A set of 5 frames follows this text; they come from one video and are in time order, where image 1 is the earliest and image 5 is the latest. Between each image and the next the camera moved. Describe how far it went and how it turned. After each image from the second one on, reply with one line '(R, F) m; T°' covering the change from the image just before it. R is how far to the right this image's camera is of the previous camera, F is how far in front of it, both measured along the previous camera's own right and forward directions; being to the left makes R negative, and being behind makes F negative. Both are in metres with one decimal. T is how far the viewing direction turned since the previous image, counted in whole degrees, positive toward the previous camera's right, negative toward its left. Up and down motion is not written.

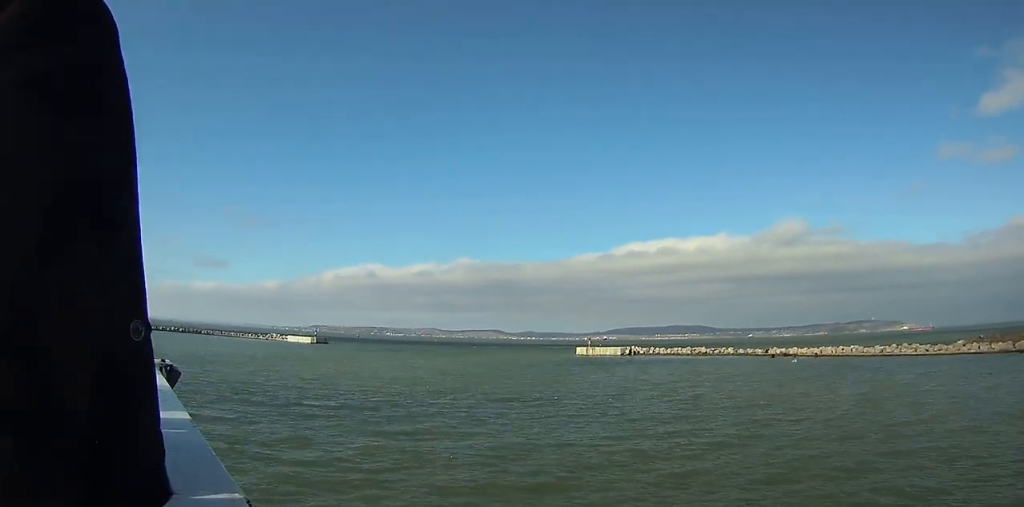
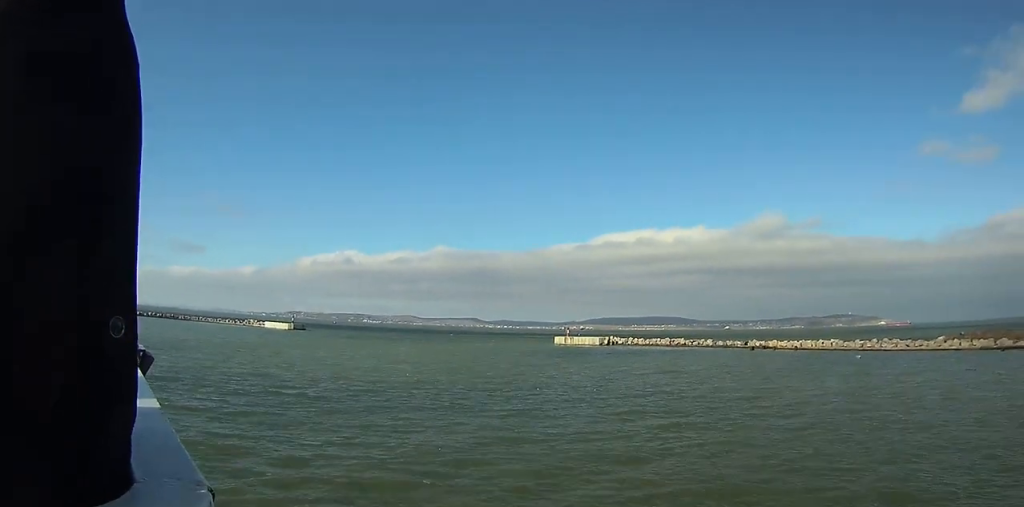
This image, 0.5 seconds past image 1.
(0.0, +1.6) m; 0°
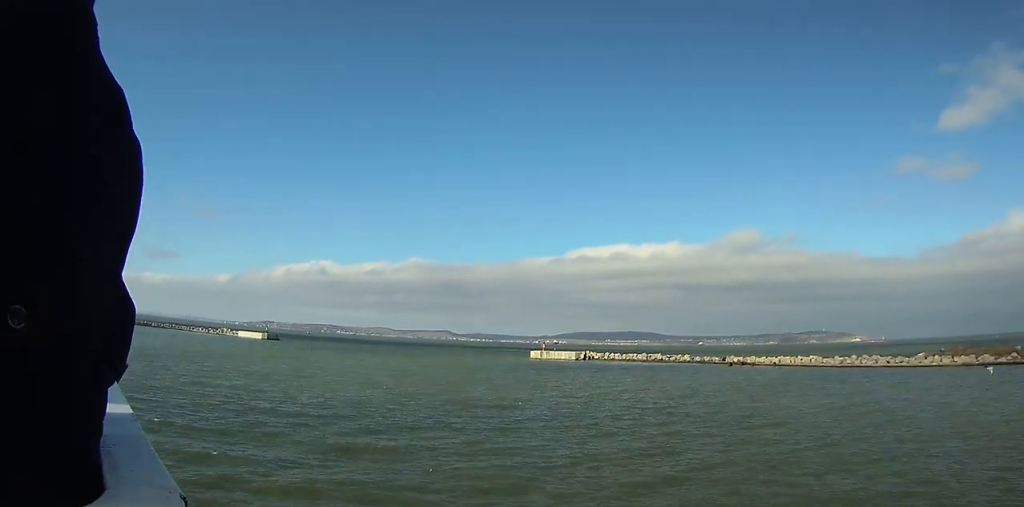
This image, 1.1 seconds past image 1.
(0.0, +2.2) m; 0°
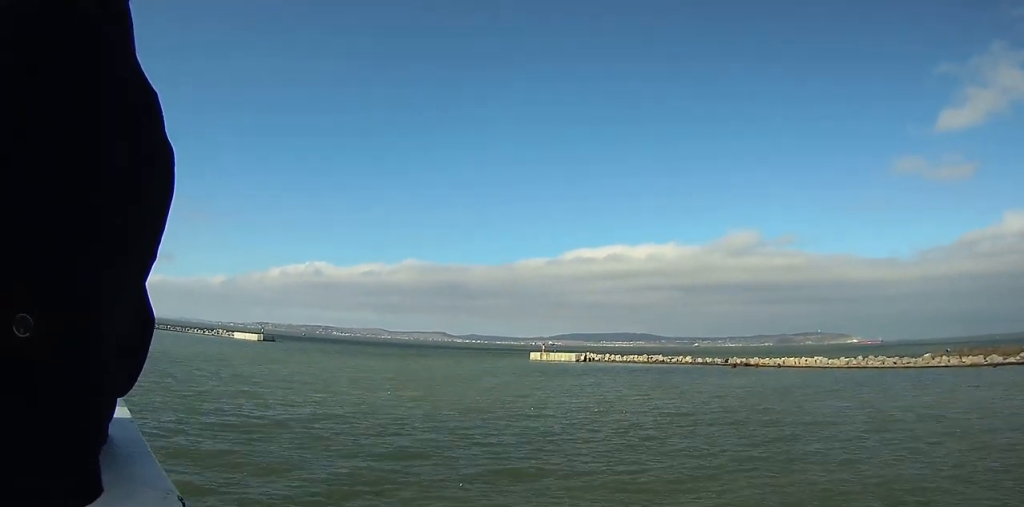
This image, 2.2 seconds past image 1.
(0.0, +4.0) m; 0°
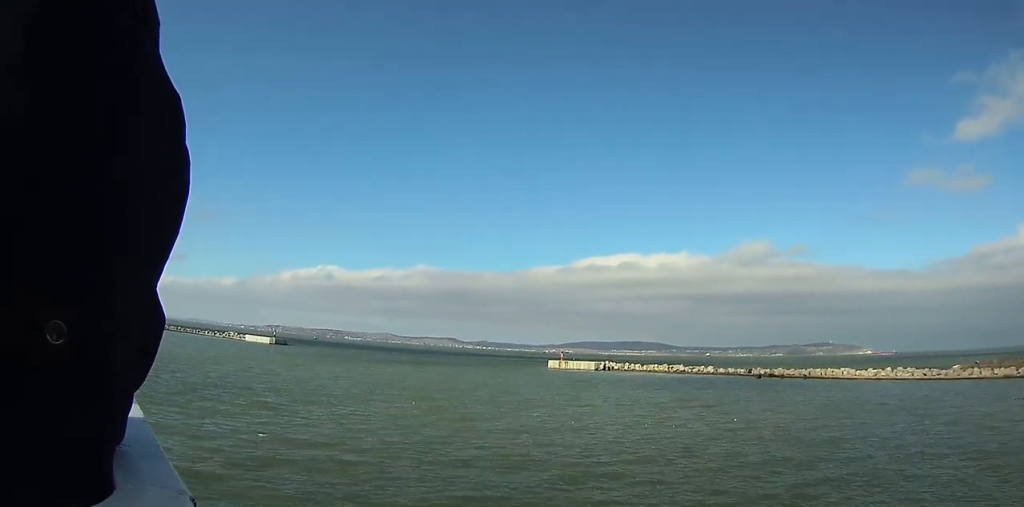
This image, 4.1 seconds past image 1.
(+0.2, +6.5) m; +3°
